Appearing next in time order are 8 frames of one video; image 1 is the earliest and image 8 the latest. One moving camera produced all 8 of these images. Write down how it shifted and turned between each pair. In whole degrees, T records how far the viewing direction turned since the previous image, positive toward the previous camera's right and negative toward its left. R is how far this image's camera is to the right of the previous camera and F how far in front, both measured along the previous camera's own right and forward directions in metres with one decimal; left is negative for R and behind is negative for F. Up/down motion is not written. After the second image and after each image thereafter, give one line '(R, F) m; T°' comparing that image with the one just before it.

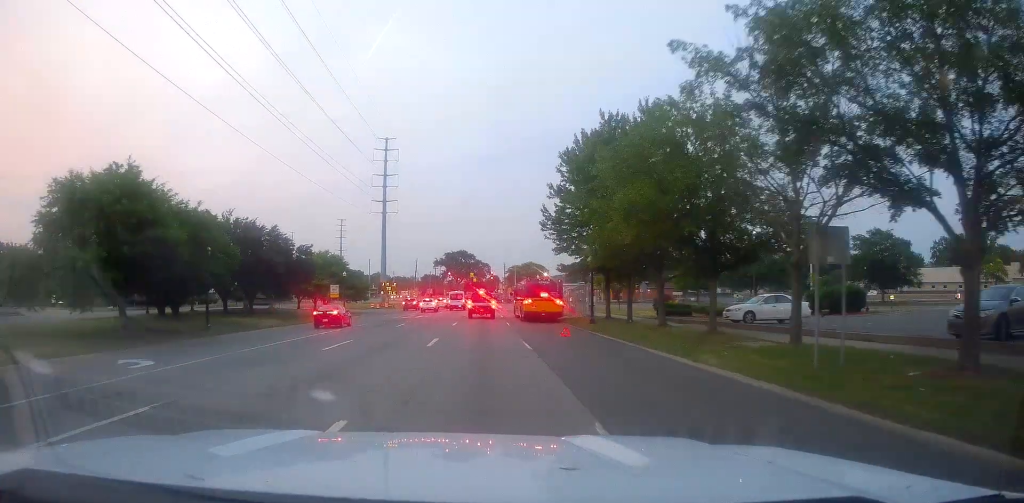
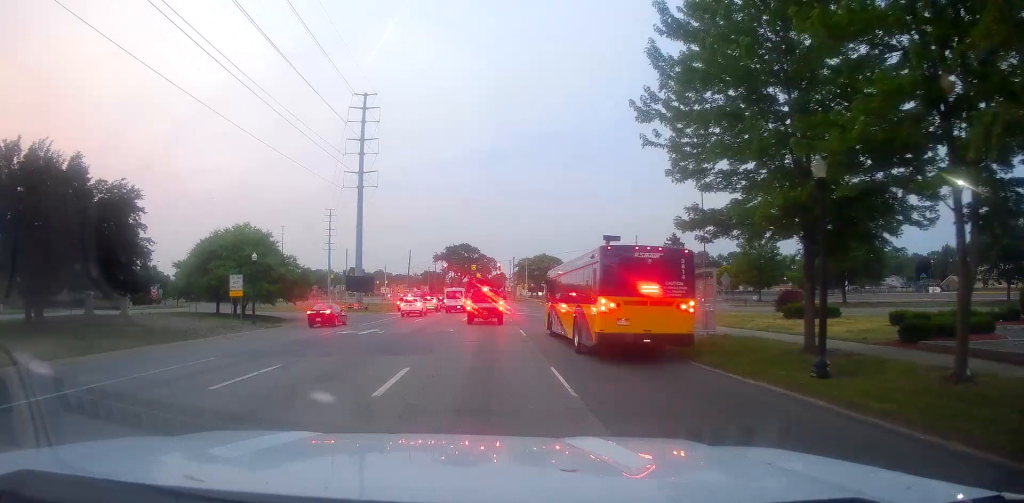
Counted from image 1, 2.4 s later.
(-0.5, +27.3) m; 0°
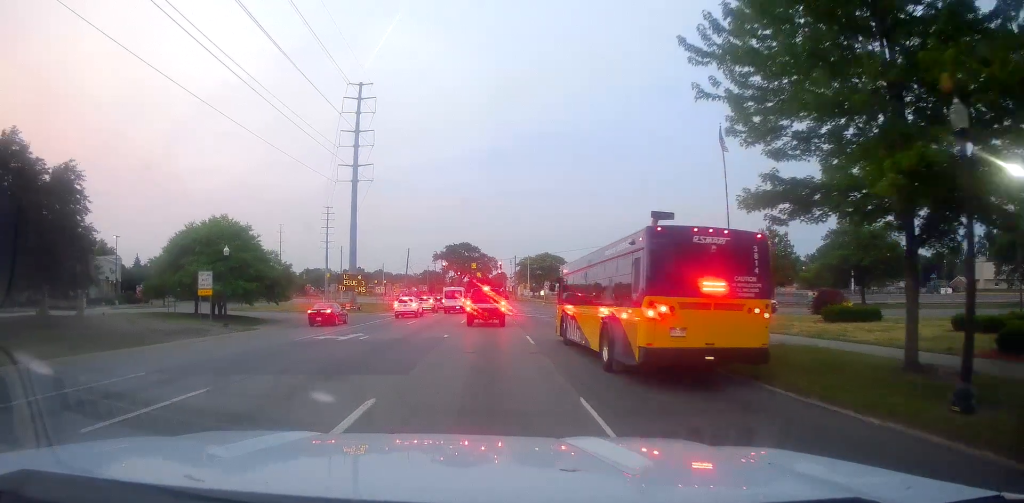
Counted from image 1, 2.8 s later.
(+0.1, +4.9) m; +1°
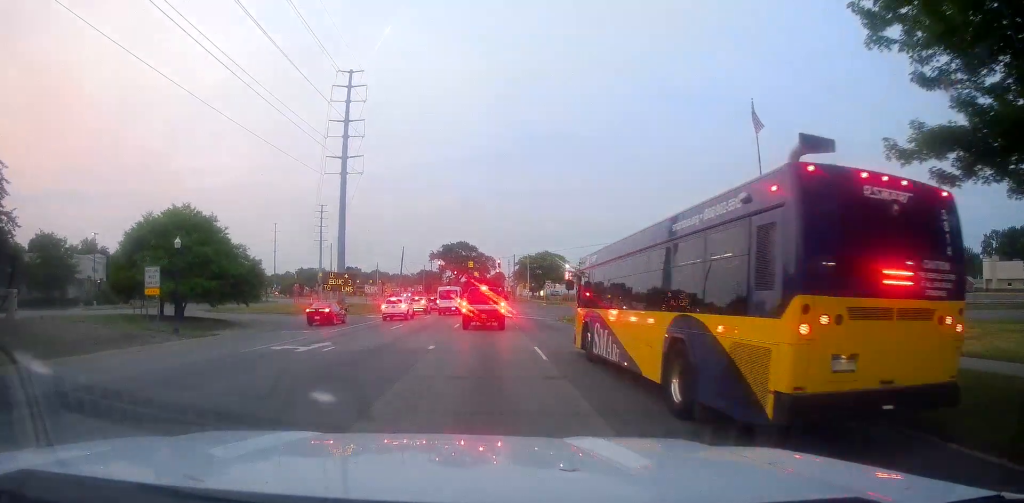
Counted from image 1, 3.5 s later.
(+0.1, +6.3) m; +1°
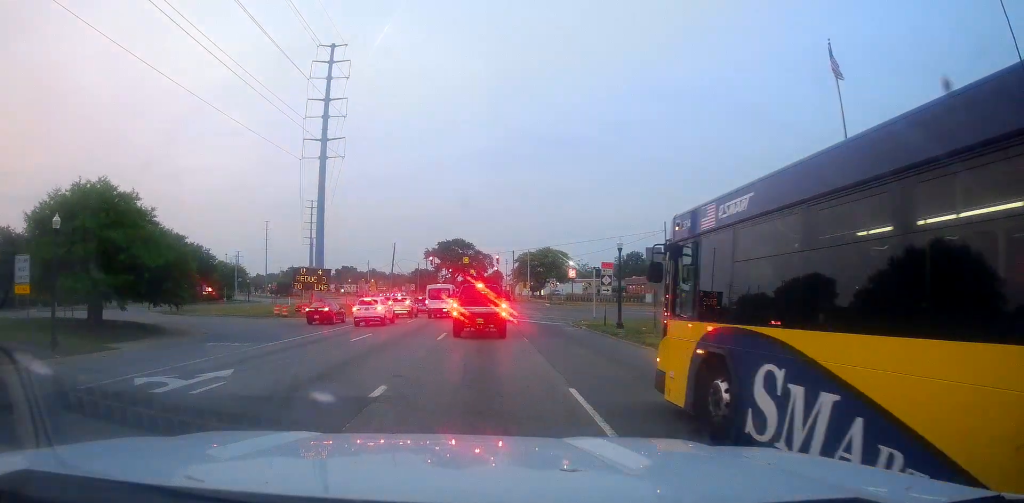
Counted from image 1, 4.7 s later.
(0.0, +11.1) m; -1°
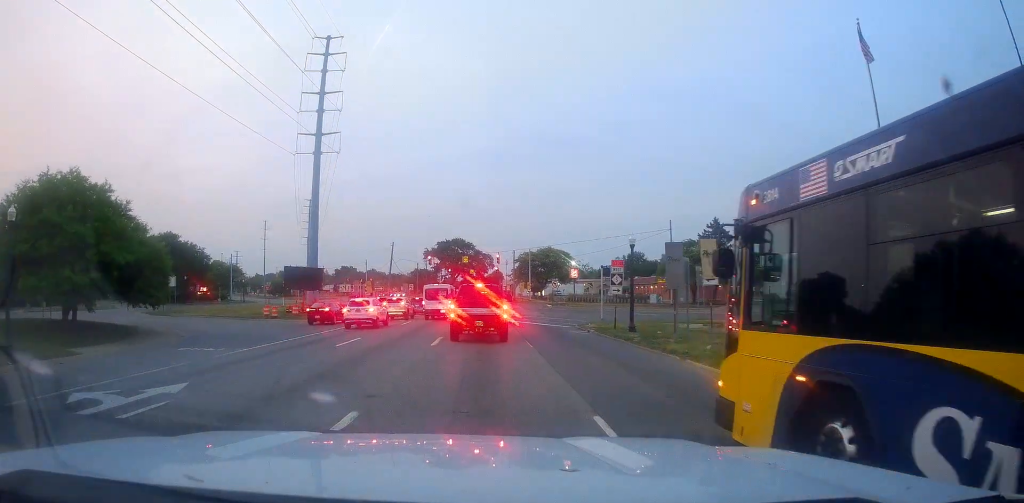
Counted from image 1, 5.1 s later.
(-0.1, +3.4) m; 0°
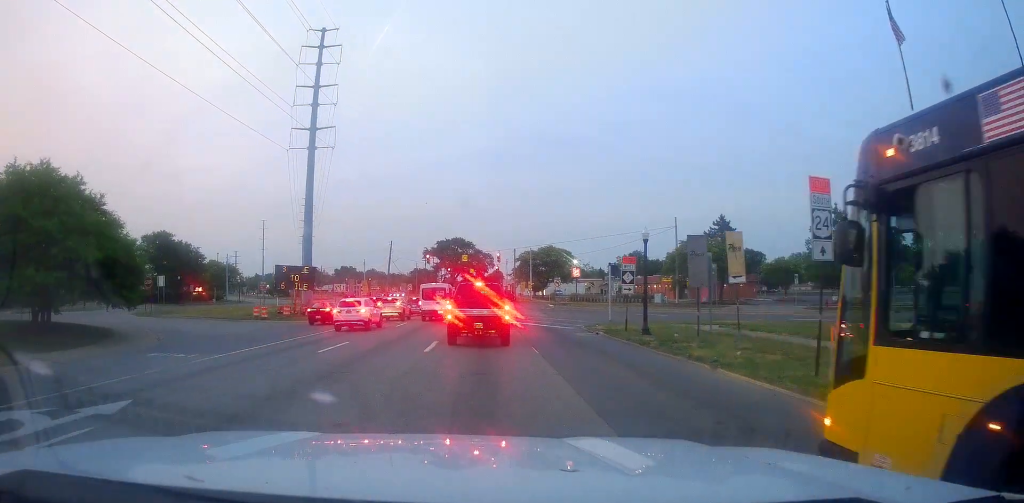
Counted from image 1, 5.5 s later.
(0.0, +2.9) m; -1°
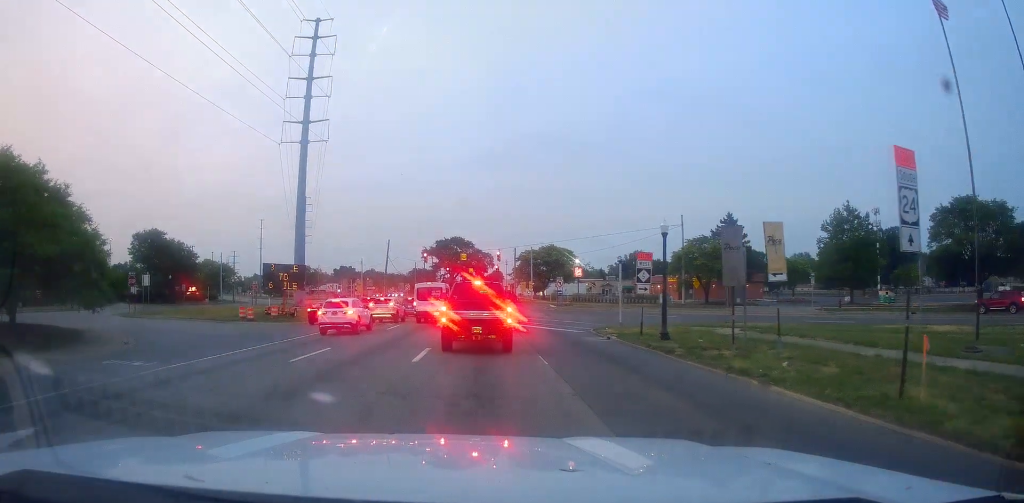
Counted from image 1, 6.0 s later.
(+0.1, +3.7) m; -1°
